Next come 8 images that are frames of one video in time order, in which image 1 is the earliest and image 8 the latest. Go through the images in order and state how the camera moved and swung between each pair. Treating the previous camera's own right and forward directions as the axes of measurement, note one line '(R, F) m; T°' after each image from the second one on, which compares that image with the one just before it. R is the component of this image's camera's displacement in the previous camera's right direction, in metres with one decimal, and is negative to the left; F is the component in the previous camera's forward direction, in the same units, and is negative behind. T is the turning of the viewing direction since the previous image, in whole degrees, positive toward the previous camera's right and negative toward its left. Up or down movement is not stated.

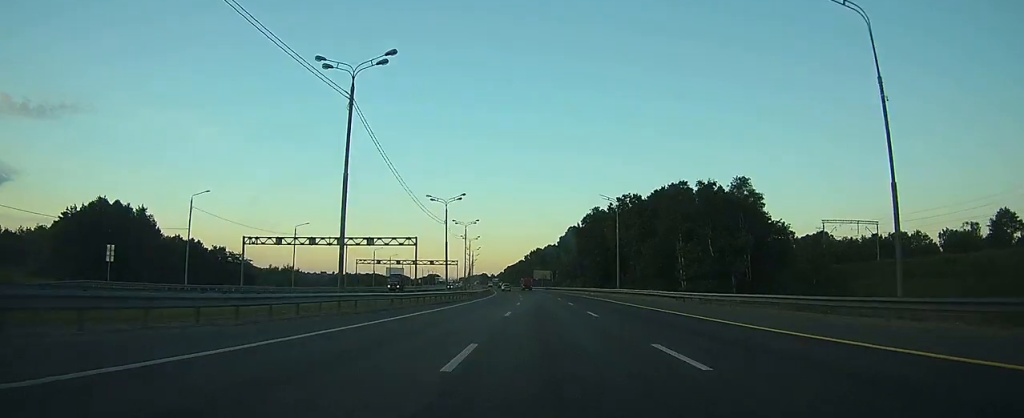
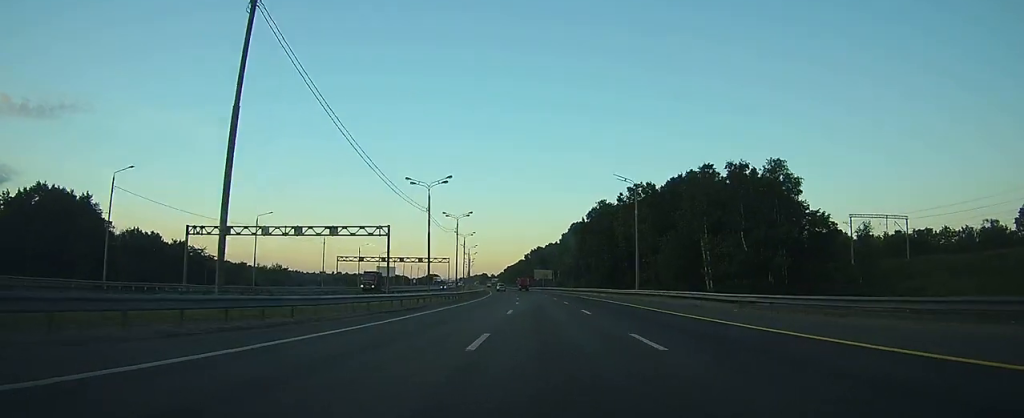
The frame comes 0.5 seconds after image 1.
(0.0, +13.2) m; 0°
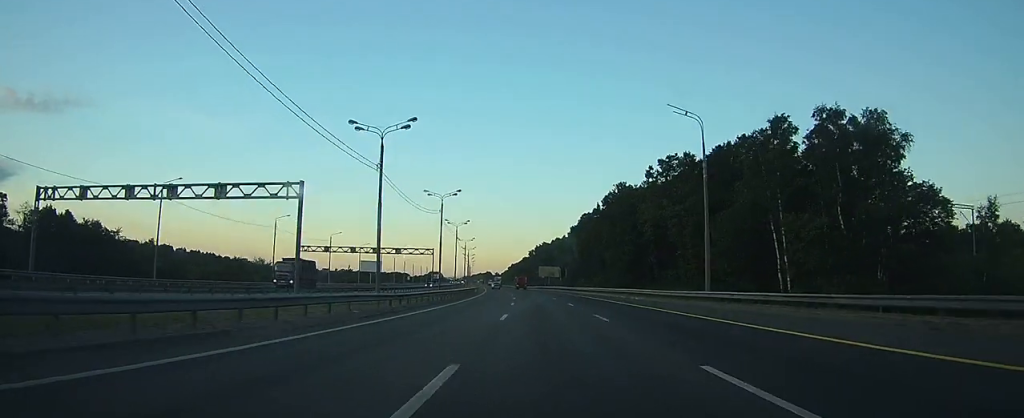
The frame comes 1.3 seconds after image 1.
(+0.1, +22.7) m; 0°
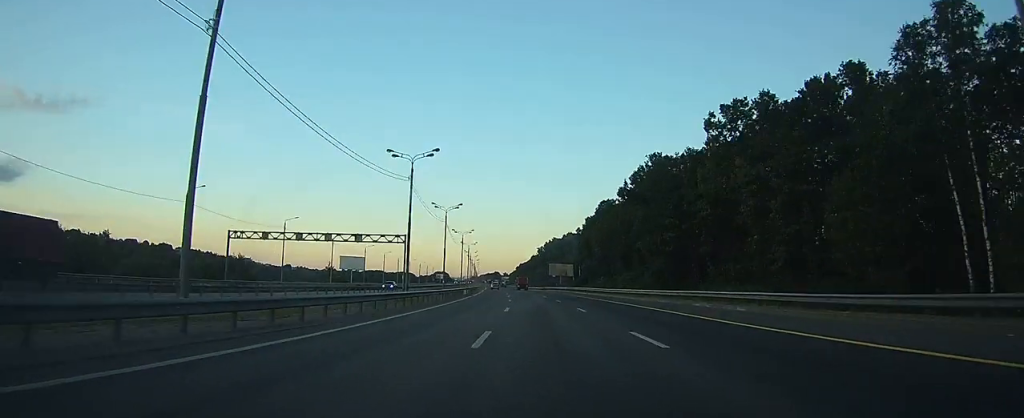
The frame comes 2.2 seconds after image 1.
(-0.1, +25.6) m; -1°
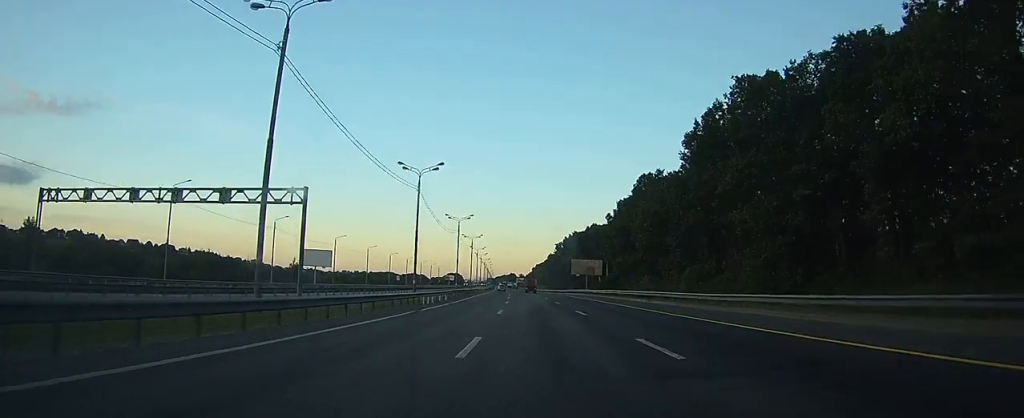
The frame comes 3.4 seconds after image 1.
(-0.4, +34.1) m; -1°
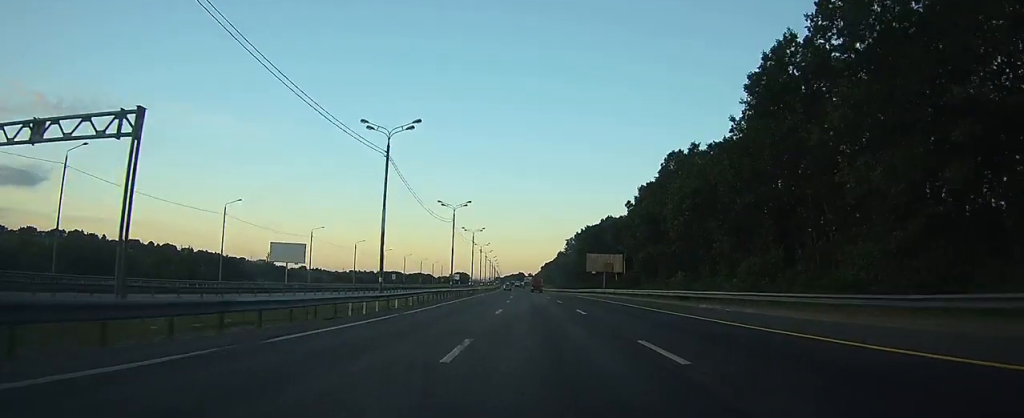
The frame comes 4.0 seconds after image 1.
(-0.1, +17.0) m; -1°
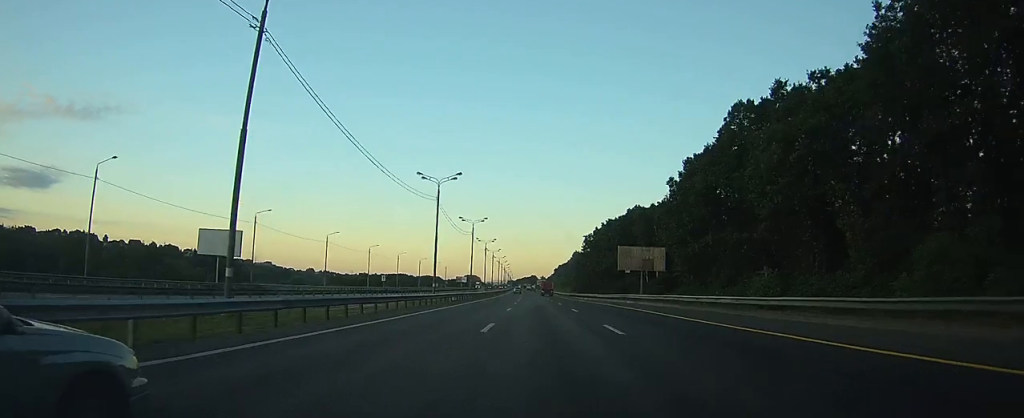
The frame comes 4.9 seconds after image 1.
(-0.3, +25.5) m; -1°
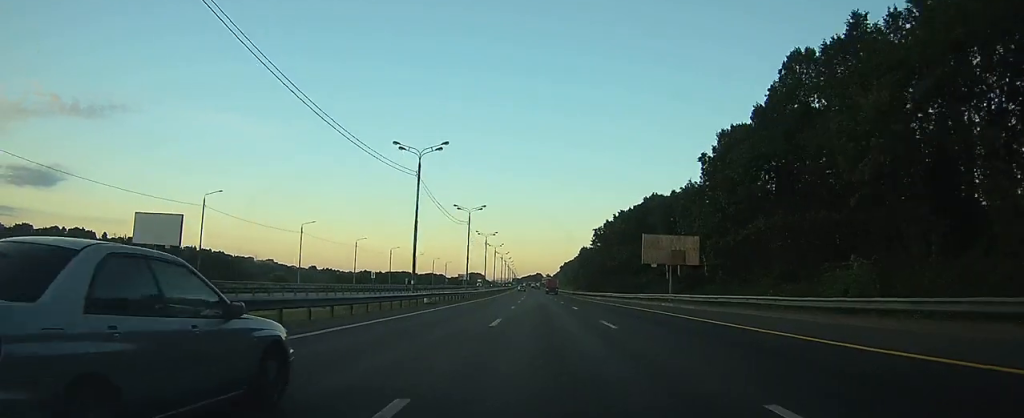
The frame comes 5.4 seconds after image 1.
(-0.1, +14.1) m; -1°
